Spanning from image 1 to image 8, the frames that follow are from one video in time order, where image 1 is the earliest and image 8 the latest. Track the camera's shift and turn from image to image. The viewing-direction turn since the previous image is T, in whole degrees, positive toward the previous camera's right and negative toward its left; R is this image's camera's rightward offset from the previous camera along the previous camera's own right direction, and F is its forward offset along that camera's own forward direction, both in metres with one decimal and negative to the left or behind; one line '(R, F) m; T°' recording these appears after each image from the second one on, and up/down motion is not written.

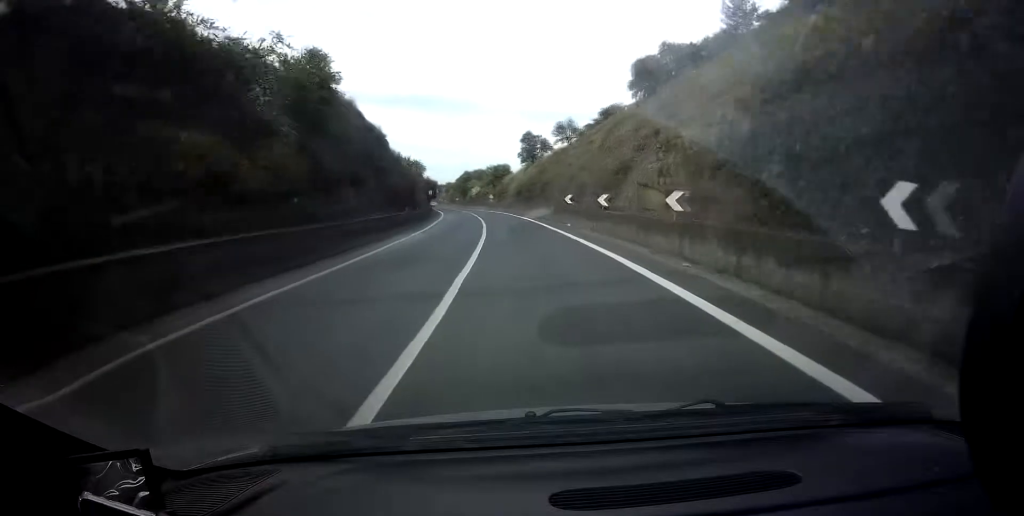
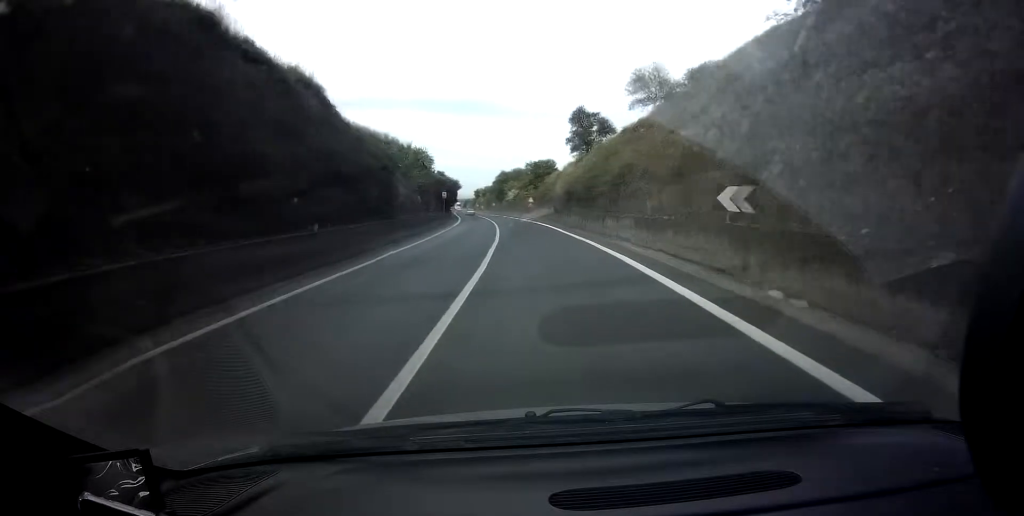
(-0.5, +25.1) m; -3°
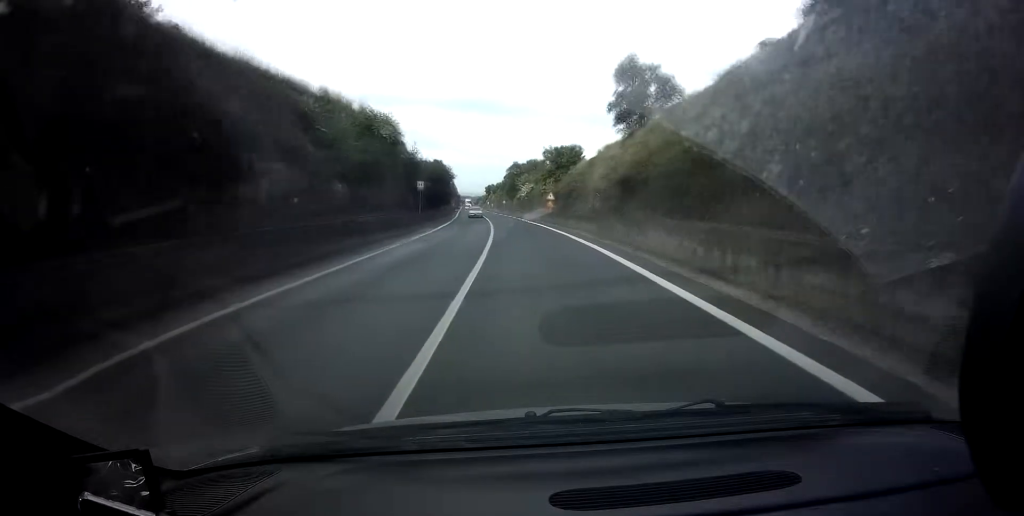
(-0.7, +20.4) m; -2°
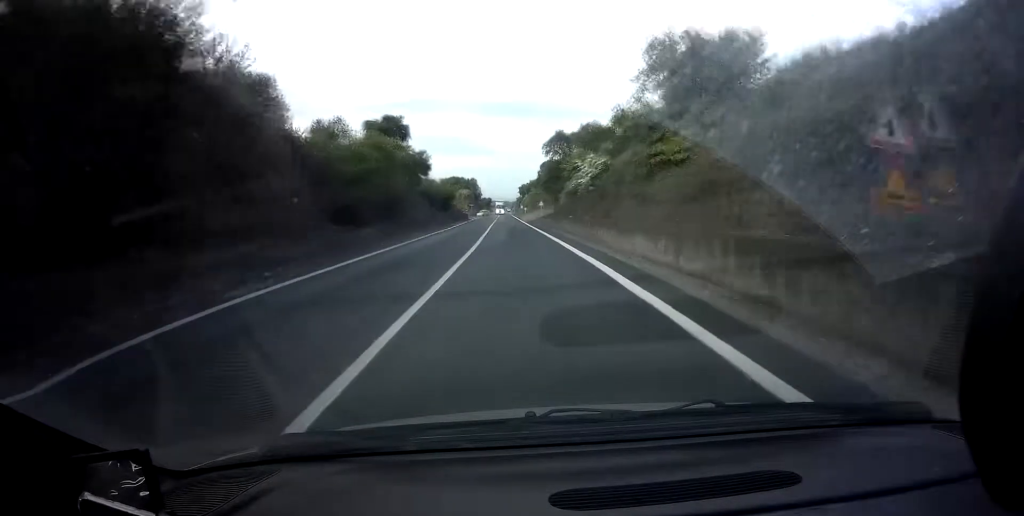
(-1.0, +47.4) m; -2°
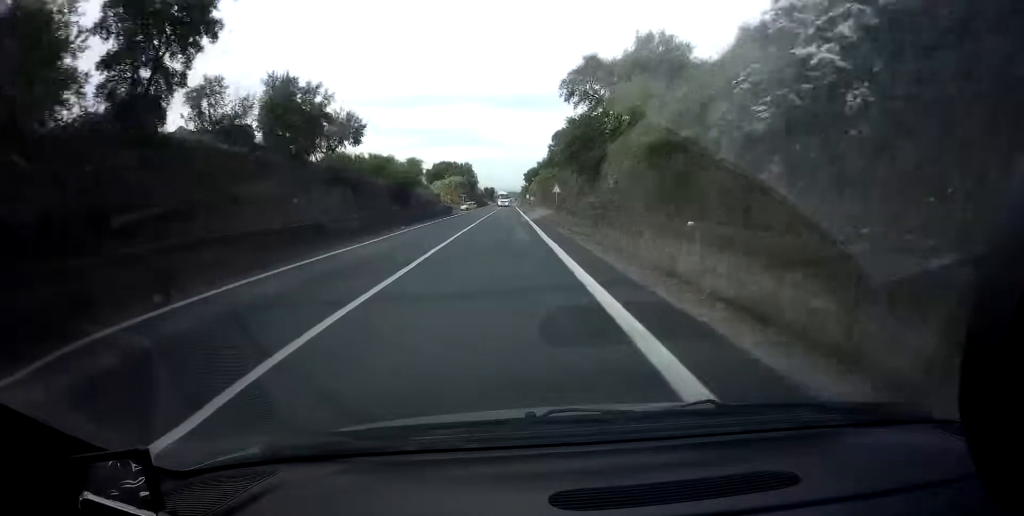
(-0.2, +24.4) m; -1°
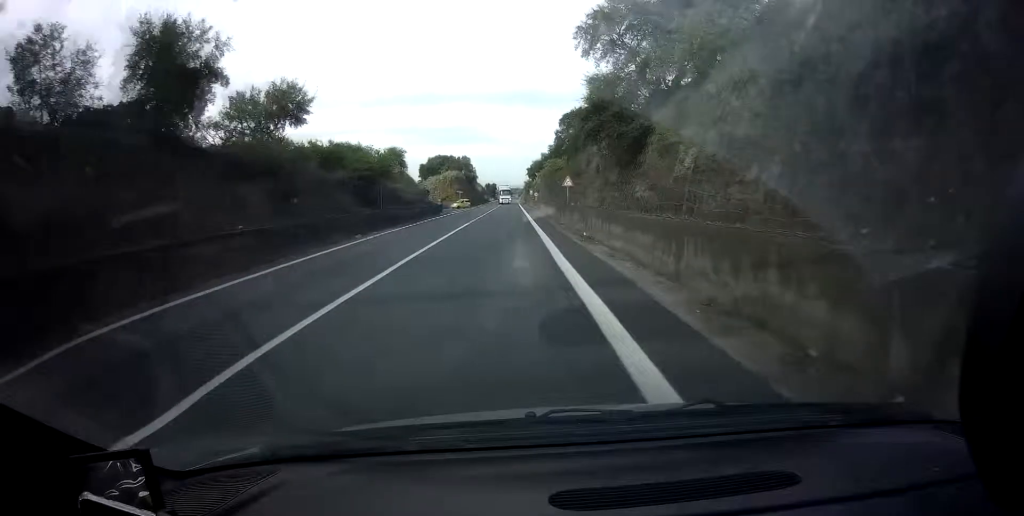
(-0.1, +7.8) m; 0°
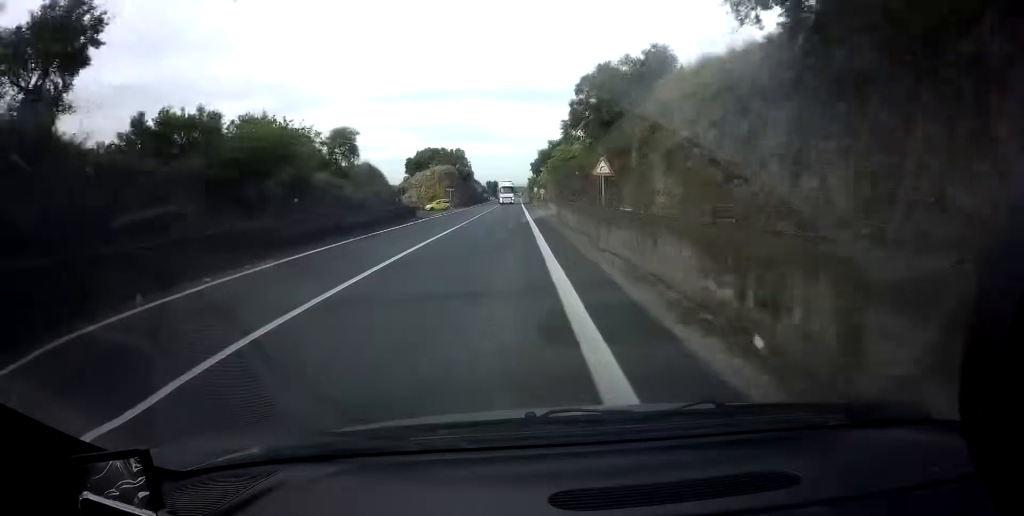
(0.0, +12.7) m; 0°
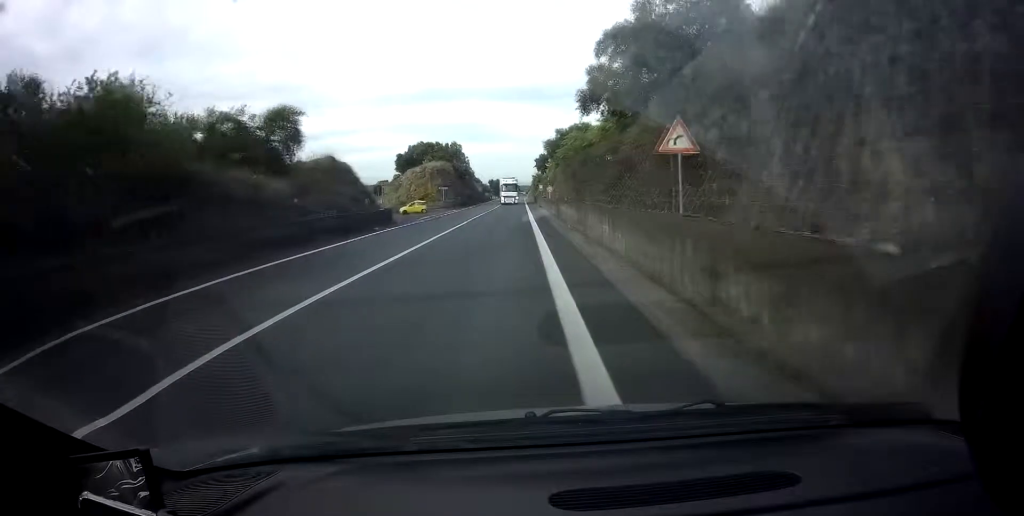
(0.0, +7.8) m; 0°
